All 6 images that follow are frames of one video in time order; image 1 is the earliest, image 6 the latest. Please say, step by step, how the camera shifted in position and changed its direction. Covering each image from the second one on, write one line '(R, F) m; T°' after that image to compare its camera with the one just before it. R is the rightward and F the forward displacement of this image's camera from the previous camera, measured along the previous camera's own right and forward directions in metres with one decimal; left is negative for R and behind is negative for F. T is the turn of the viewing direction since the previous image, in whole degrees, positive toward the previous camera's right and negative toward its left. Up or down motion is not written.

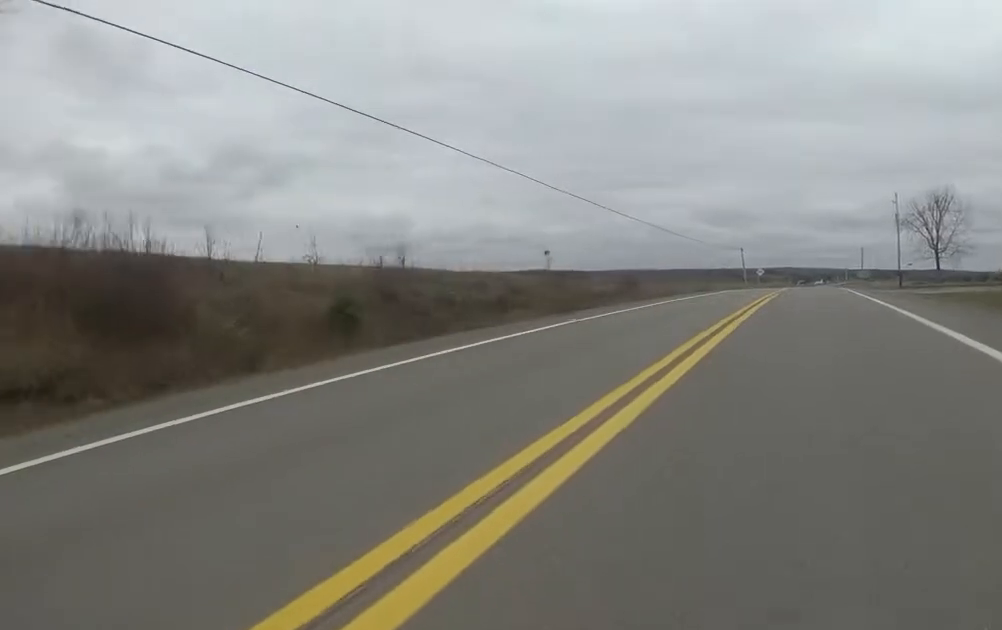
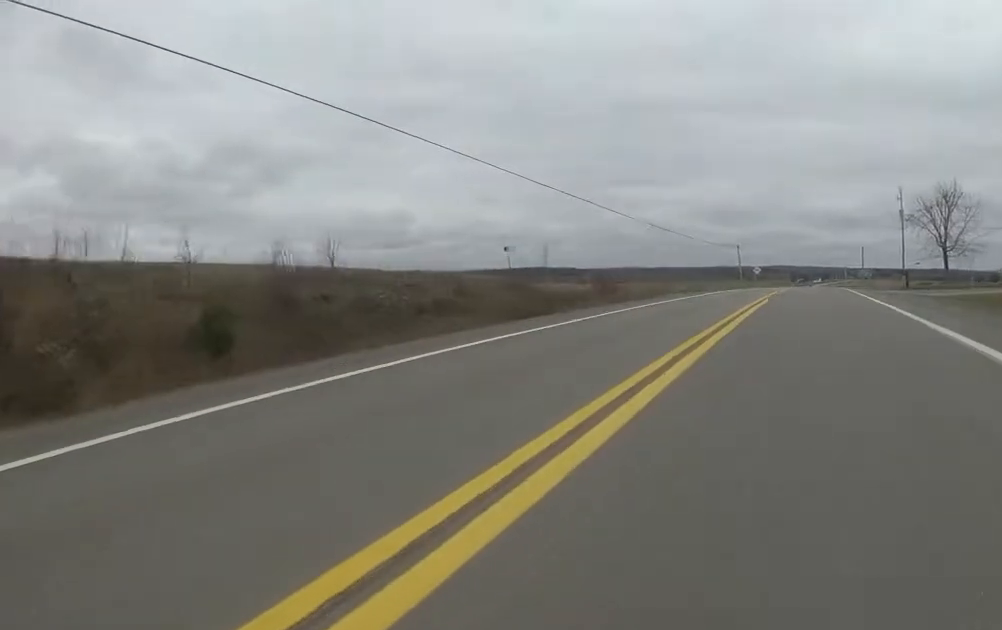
(-0.5, +3.7) m; -4°
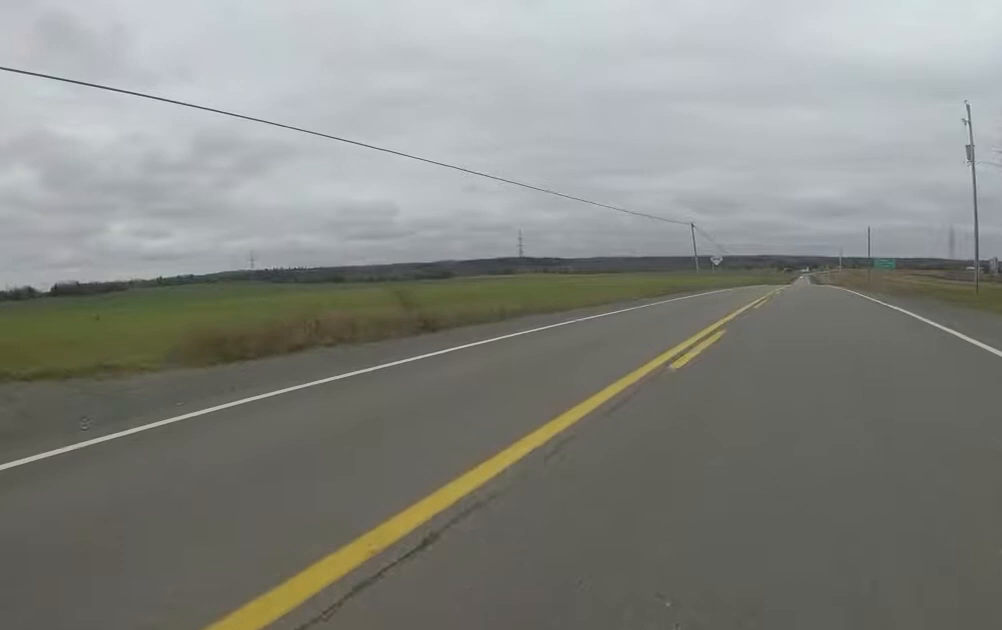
(+0.9, +29.1) m; 0°
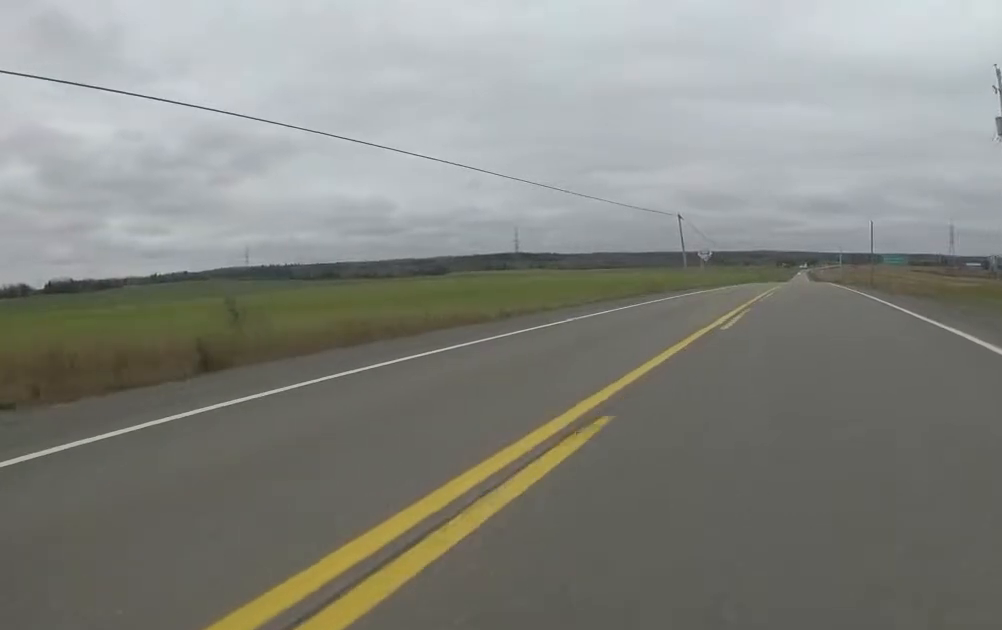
(-0.2, +5.3) m; 0°
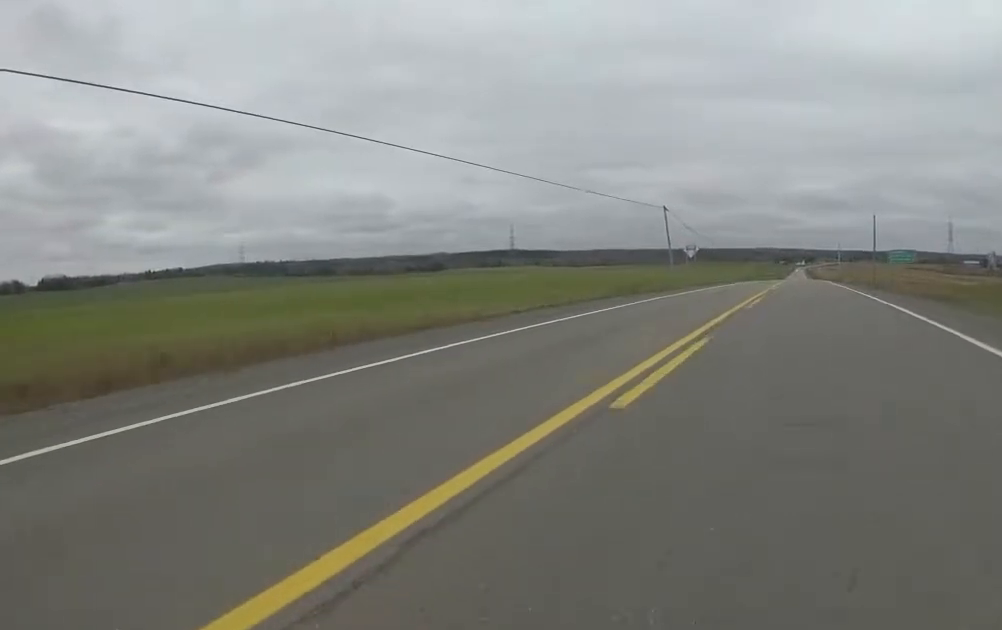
(+0.2, +4.9) m; +2°
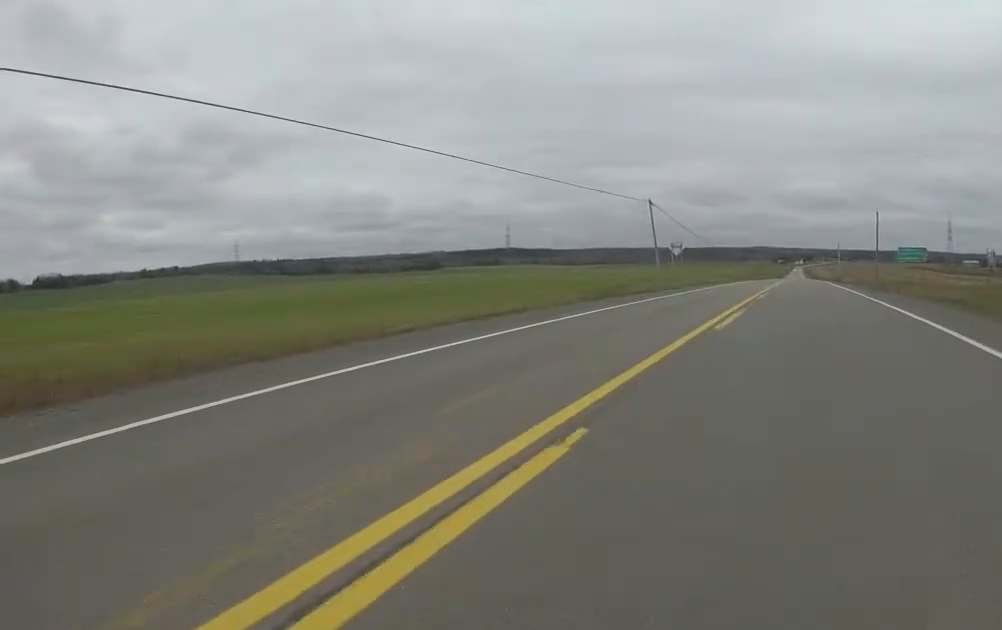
(0.0, +4.2) m; 0°
